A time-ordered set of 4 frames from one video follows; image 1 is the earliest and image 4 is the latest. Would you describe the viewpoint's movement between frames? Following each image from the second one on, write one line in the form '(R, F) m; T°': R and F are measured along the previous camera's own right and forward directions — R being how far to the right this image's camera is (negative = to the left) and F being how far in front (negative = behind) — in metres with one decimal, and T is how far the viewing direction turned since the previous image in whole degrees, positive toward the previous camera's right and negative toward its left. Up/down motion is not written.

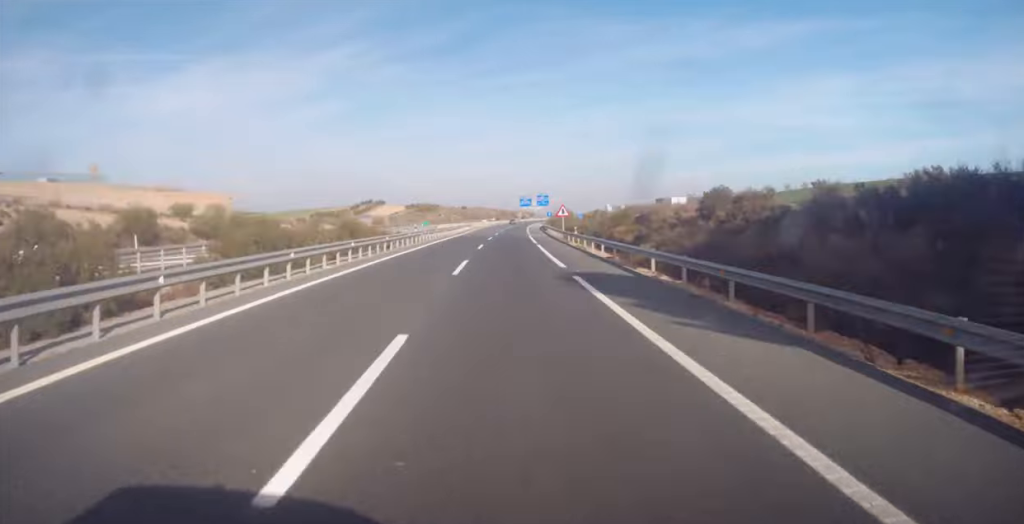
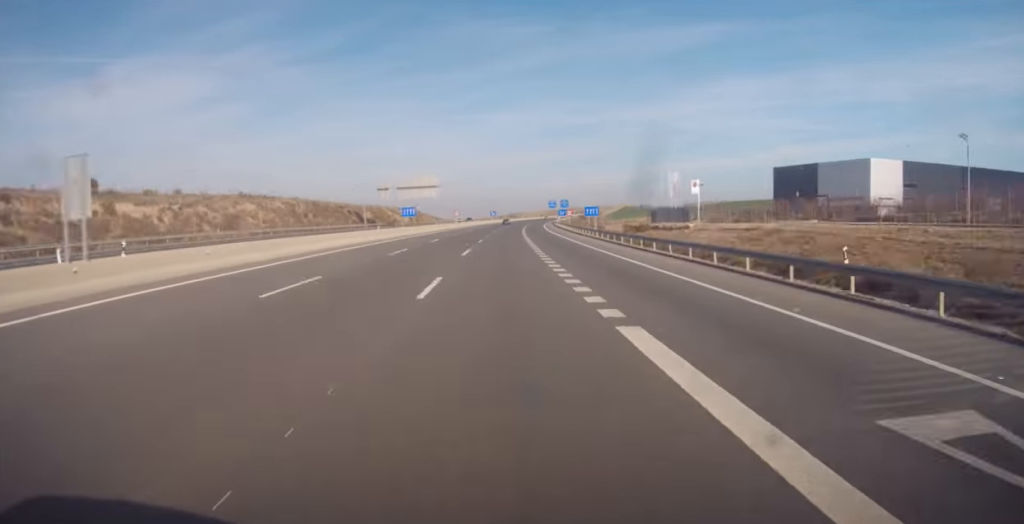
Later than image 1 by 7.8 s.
(+19.6, +278.6) m; +9°
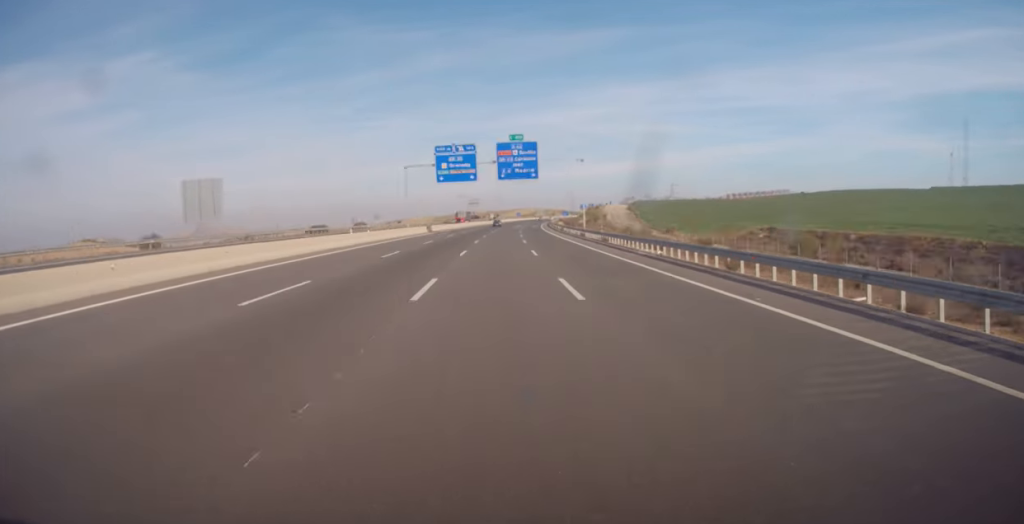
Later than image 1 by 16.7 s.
(+29.8, +314.4) m; +8°
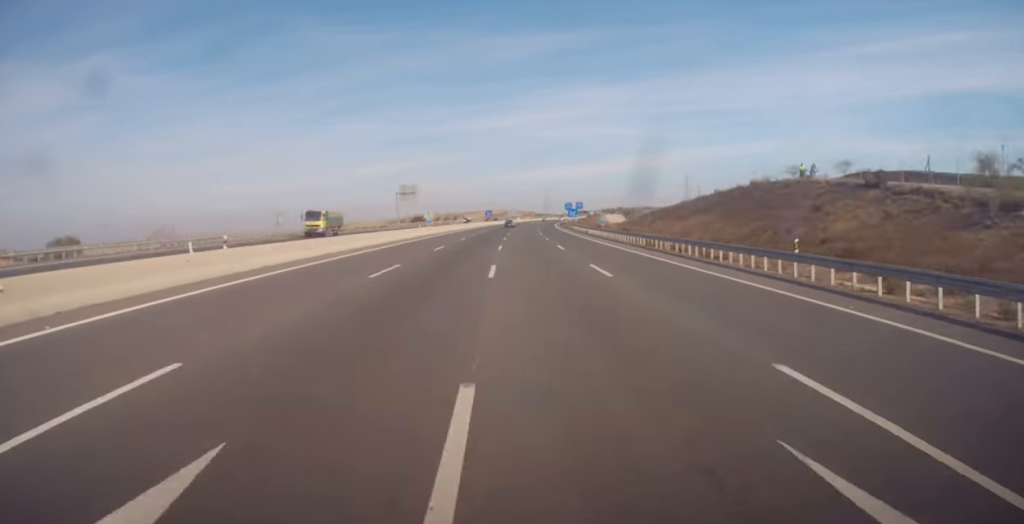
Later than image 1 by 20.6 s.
(+1.4, +137.7) m; +3°
